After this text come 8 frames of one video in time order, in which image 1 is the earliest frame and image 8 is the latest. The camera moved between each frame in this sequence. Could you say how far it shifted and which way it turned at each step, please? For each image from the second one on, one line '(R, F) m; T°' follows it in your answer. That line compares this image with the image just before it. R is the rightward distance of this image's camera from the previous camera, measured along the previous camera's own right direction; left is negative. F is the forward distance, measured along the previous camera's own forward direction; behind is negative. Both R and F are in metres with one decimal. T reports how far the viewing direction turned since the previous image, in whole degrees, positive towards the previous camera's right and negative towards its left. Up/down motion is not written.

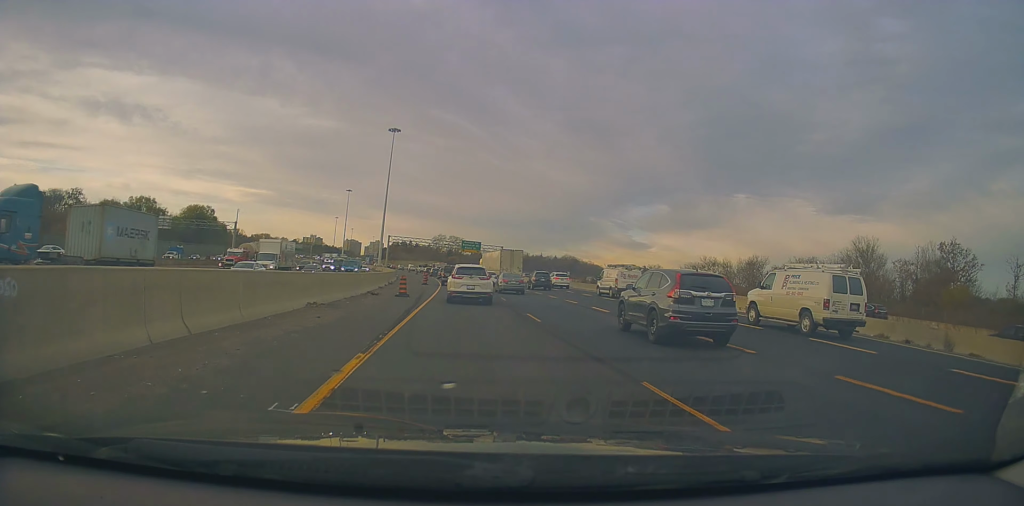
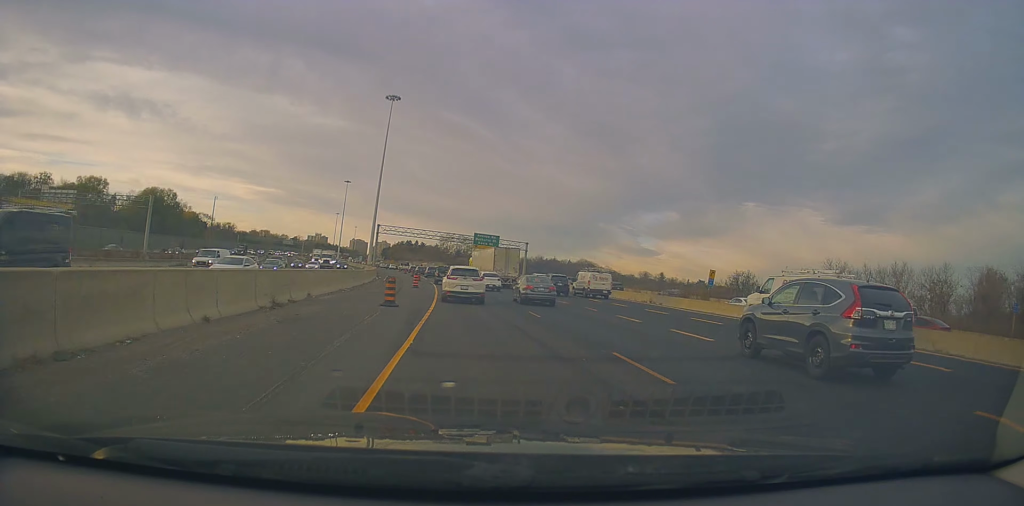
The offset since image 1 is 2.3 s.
(-0.6, +31.9) m; -2°
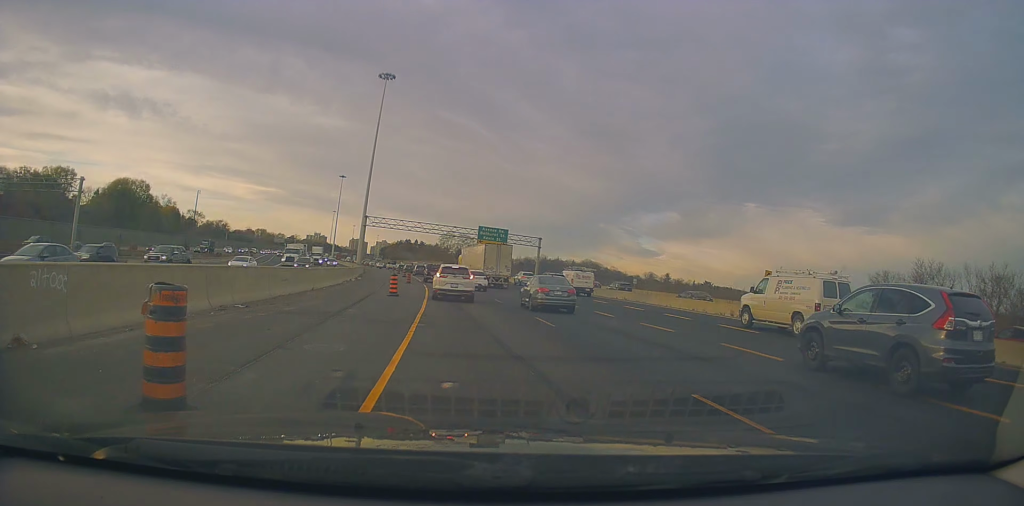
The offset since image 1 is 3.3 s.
(-0.1, +15.2) m; 0°
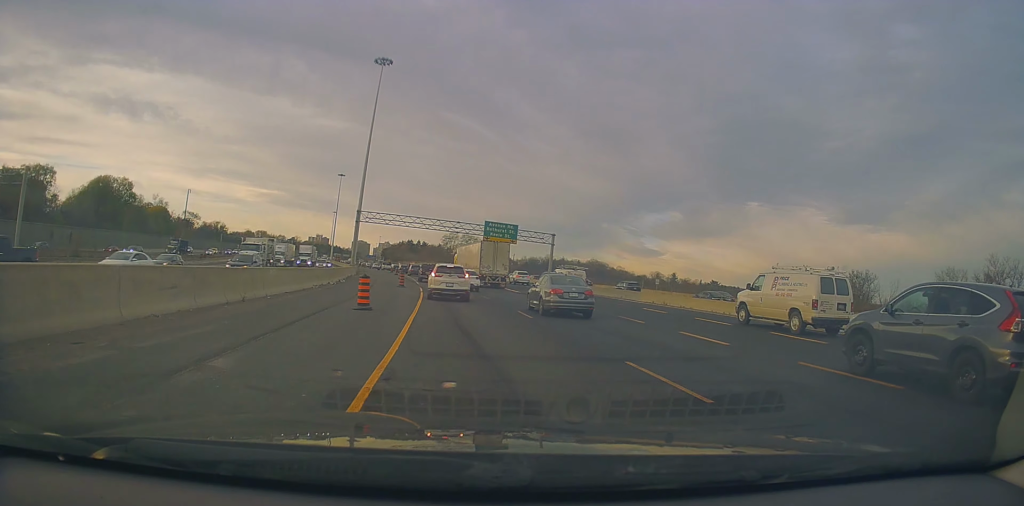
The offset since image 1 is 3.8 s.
(0.0, +9.1) m; 0°
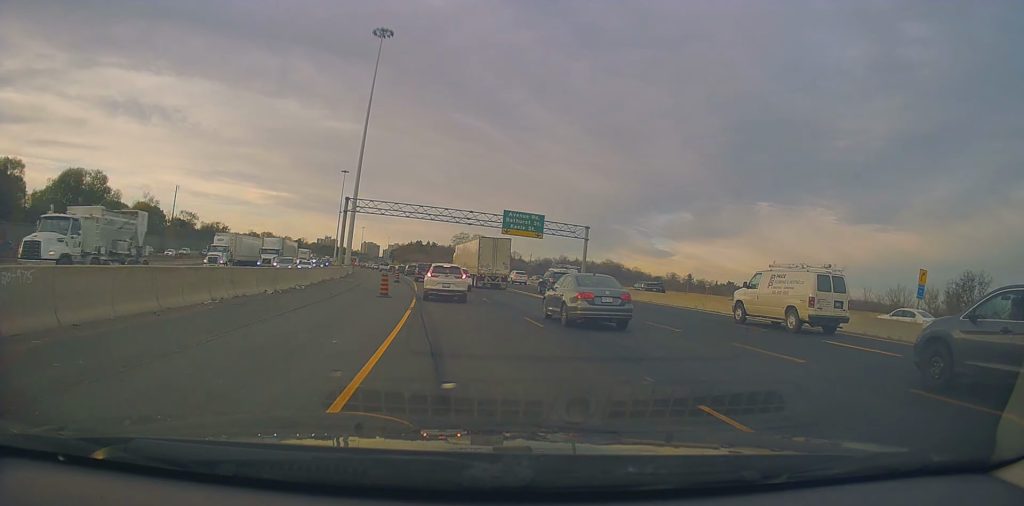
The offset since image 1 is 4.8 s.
(0.0, +15.0) m; +1°
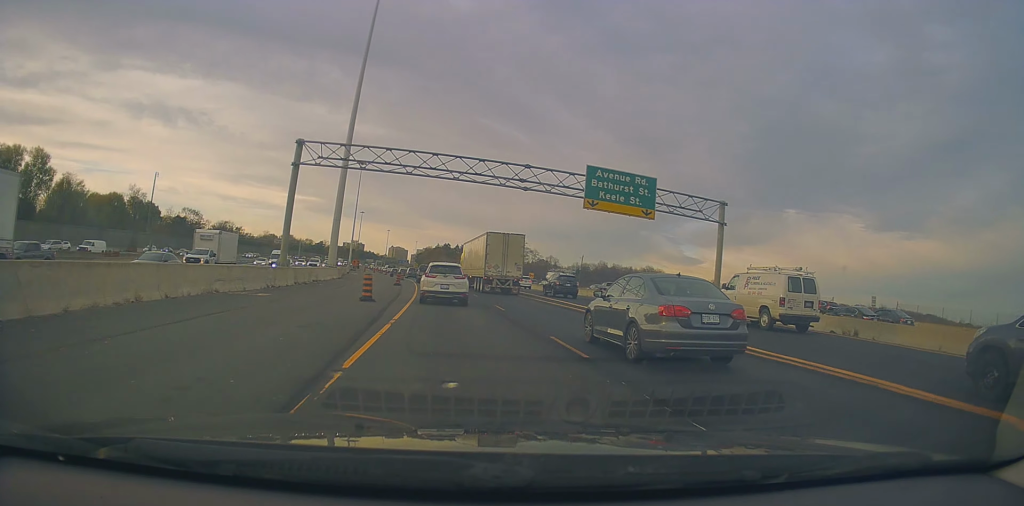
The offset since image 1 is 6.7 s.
(-0.7, +30.1) m; -3°
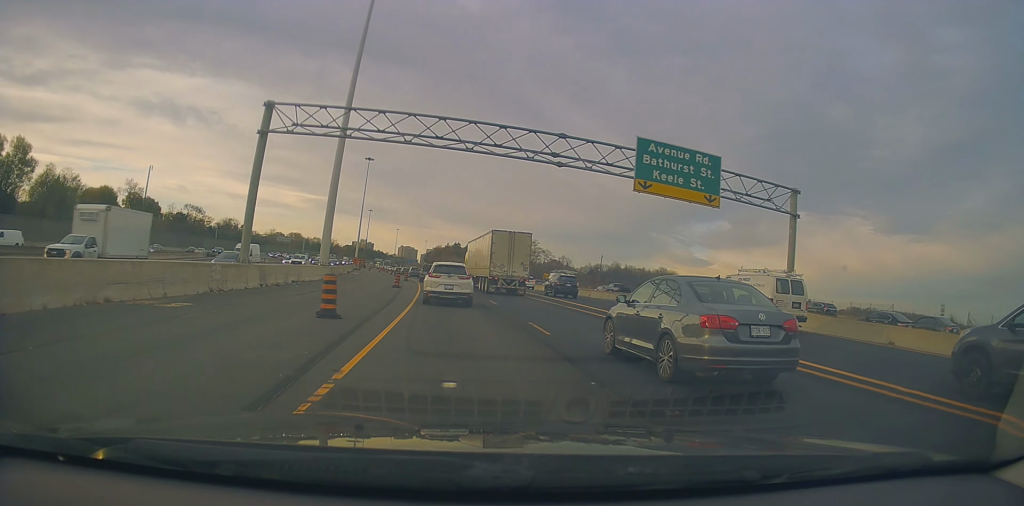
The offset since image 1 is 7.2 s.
(0.0, +8.1) m; 0°
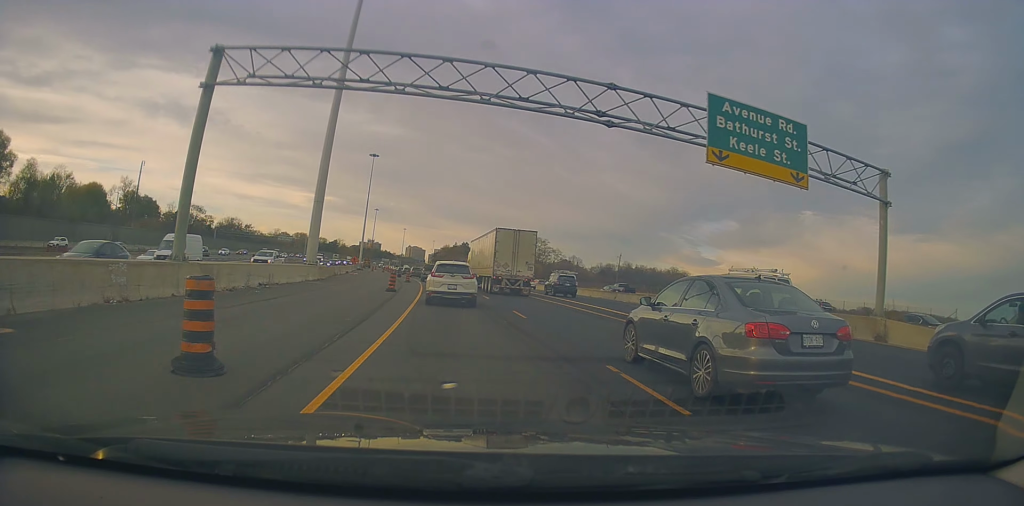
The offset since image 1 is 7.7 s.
(+0.1, +7.5) m; 0°
